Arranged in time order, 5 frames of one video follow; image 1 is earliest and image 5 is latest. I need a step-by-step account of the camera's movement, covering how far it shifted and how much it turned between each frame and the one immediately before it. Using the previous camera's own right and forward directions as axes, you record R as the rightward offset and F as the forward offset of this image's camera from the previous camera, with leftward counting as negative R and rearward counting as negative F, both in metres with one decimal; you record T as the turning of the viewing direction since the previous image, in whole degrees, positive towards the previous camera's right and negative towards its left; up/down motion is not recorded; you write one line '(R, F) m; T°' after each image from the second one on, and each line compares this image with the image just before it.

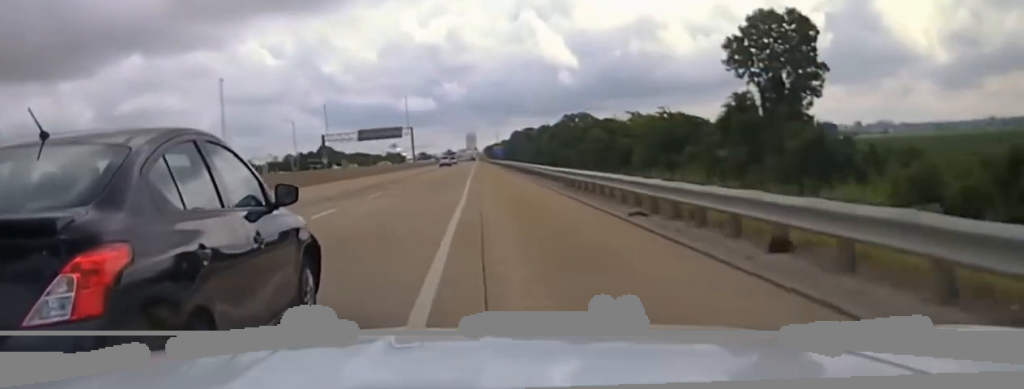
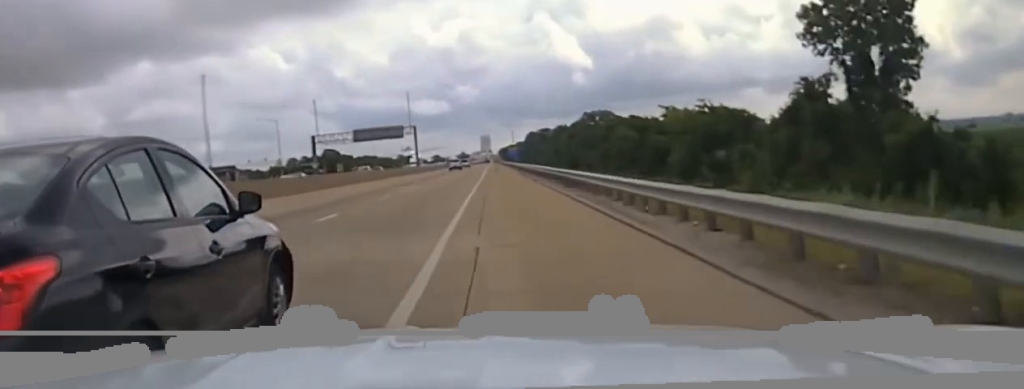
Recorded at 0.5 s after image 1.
(0.0, +19.6) m; 0°
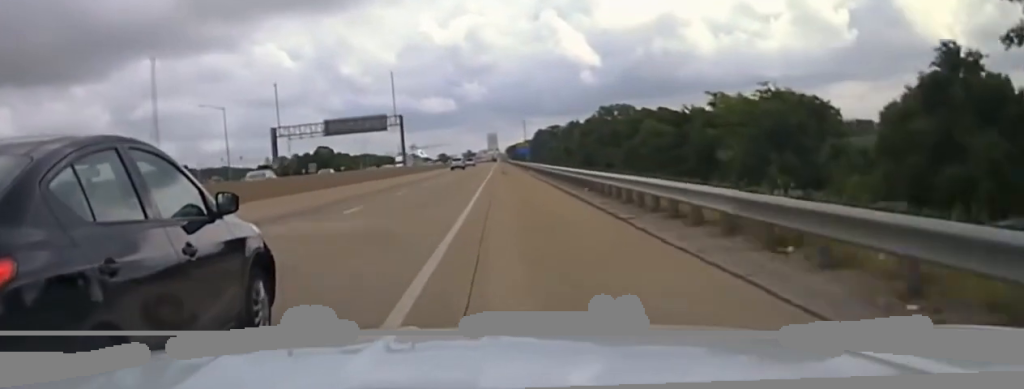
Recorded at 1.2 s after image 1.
(+0.1, +26.1) m; 0°
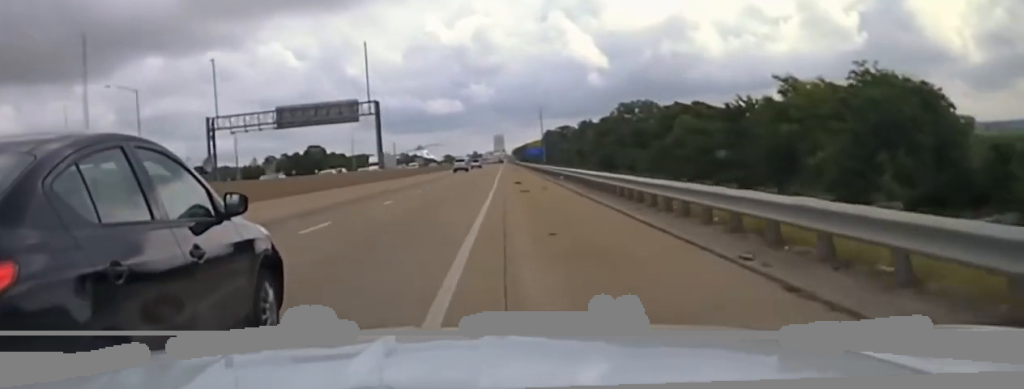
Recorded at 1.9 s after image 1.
(-0.2, +26.5) m; -1°
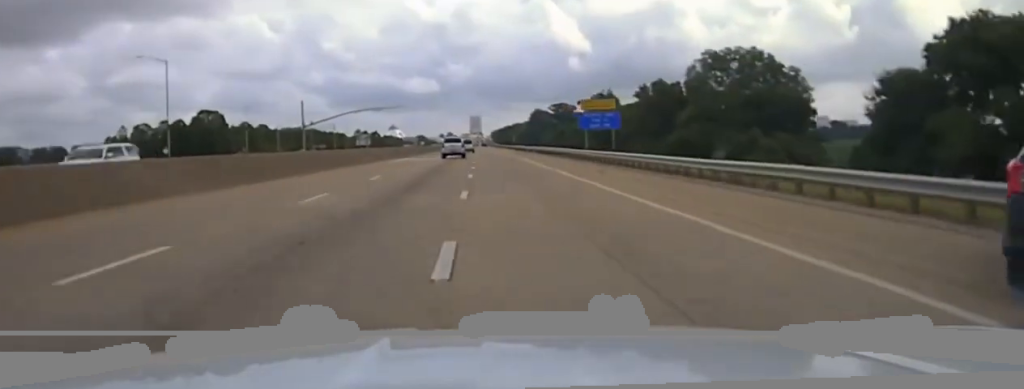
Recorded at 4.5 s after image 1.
(-2.6, +133.9) m; -2°
